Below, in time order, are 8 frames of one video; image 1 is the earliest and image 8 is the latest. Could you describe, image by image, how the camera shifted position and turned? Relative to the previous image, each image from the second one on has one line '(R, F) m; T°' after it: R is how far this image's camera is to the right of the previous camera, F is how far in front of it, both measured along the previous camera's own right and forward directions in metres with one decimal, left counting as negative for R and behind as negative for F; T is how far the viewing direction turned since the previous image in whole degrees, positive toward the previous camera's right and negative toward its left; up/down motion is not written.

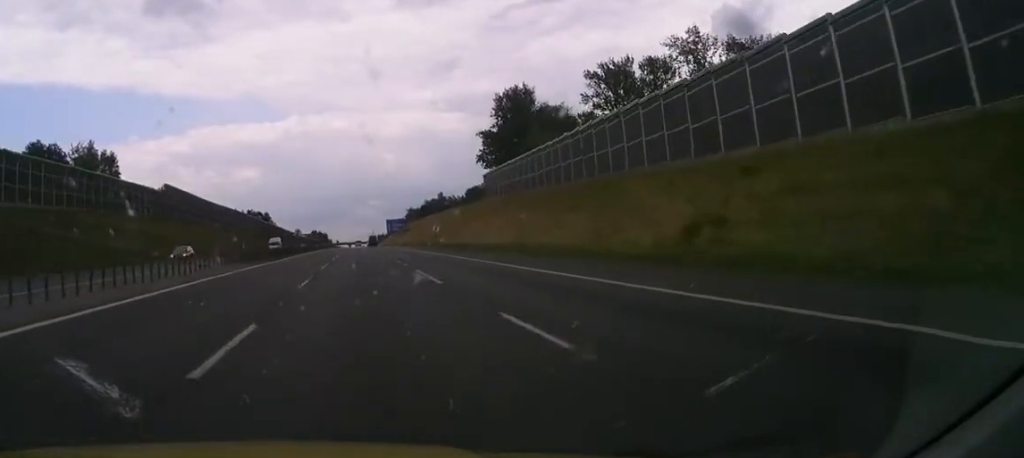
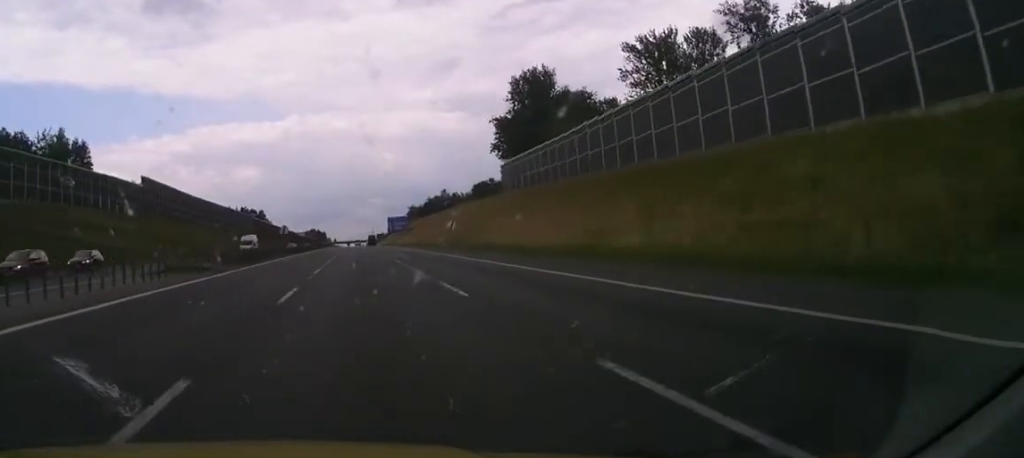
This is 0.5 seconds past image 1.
(+0.1, +16.1) m; 0°
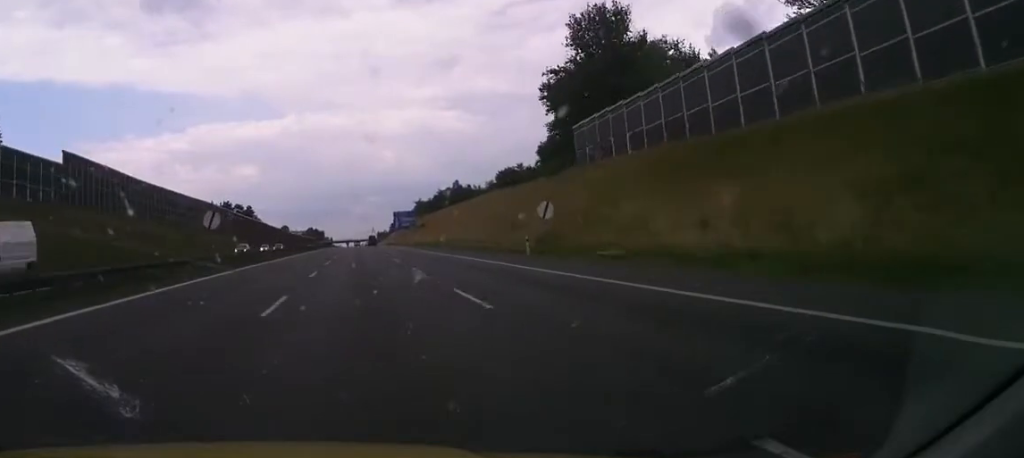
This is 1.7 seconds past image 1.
(+0.3, +37.8) m; 0°
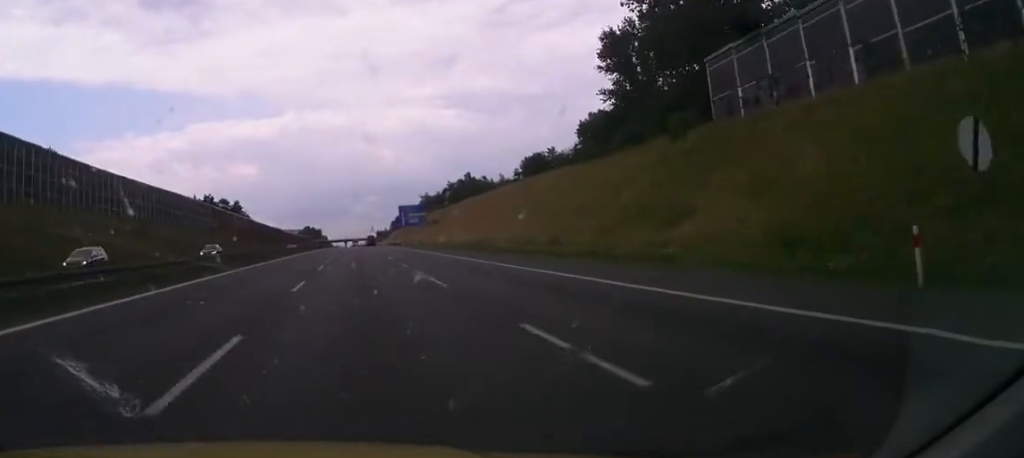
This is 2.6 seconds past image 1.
(-0.3, +29.5) m; 0°
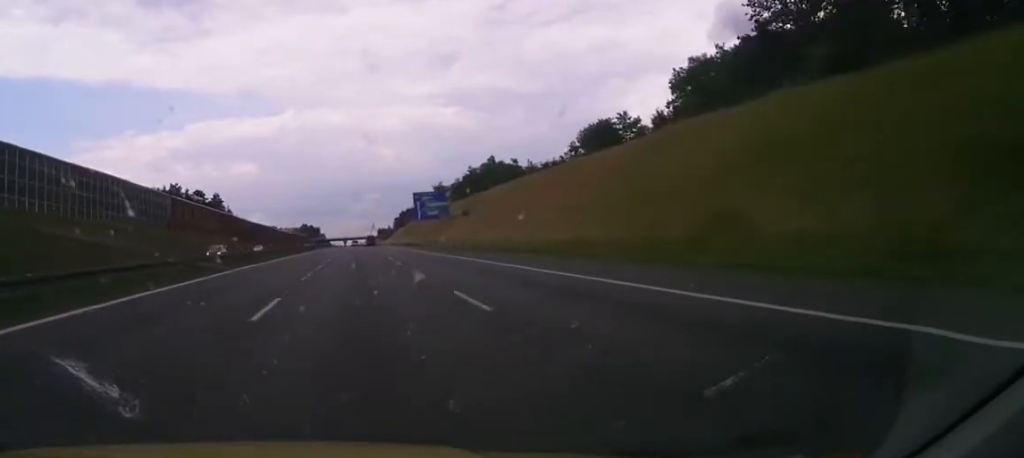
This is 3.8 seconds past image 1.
(+0.2, +41.0) m; +1°
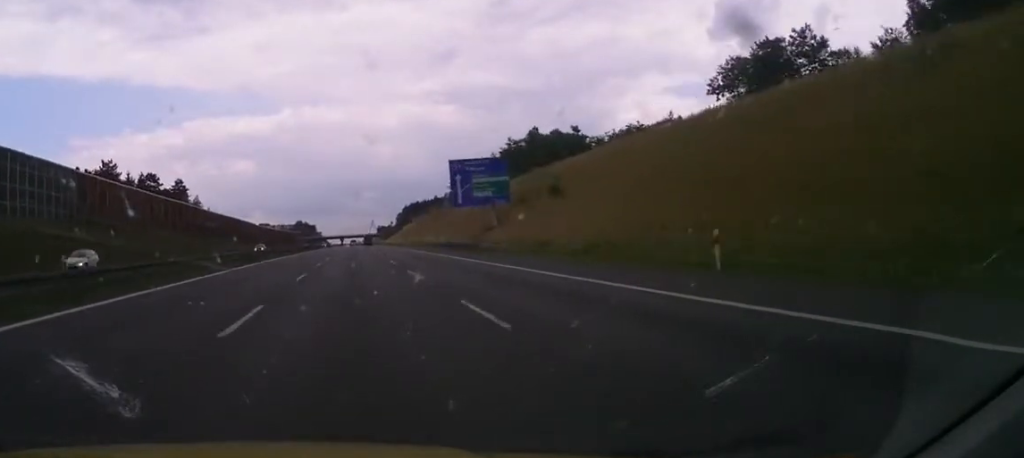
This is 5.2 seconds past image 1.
(0.0, +48.6) m; 0°
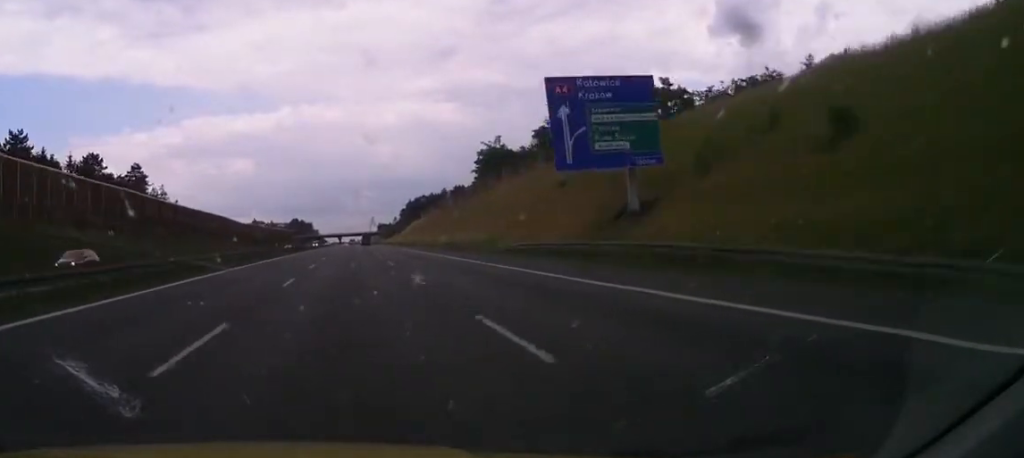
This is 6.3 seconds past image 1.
(-0.2, +38.0) m; 0°
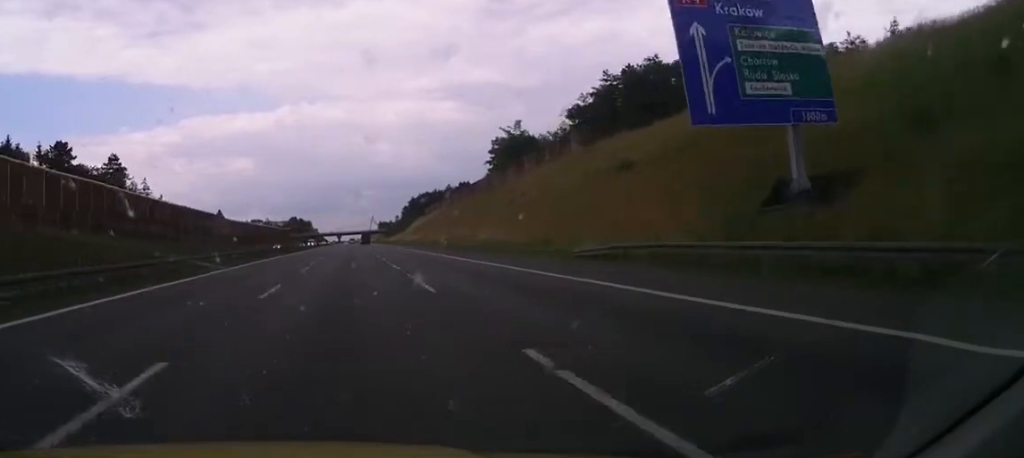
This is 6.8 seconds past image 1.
(0.0, +15.1) m; 0°
